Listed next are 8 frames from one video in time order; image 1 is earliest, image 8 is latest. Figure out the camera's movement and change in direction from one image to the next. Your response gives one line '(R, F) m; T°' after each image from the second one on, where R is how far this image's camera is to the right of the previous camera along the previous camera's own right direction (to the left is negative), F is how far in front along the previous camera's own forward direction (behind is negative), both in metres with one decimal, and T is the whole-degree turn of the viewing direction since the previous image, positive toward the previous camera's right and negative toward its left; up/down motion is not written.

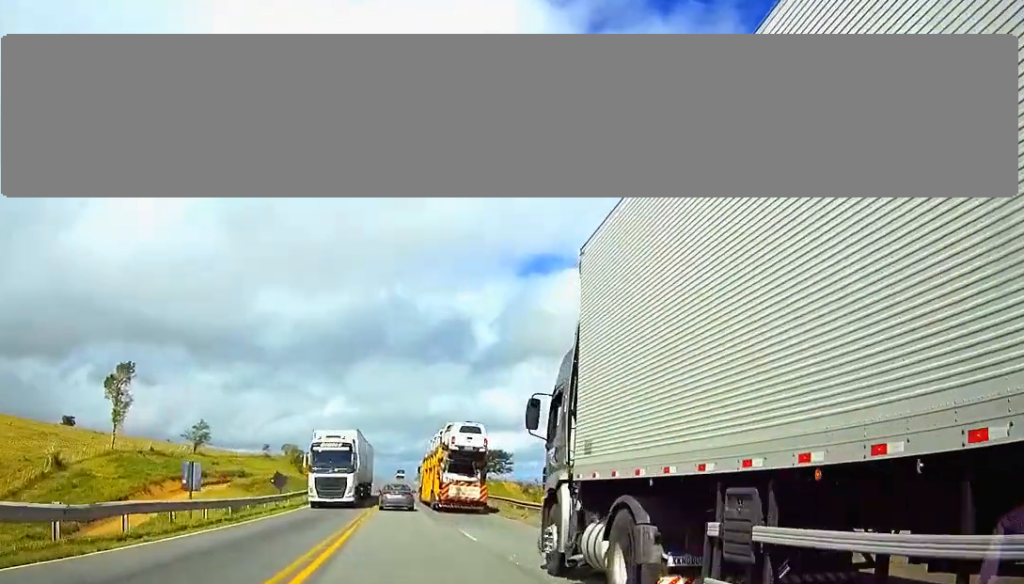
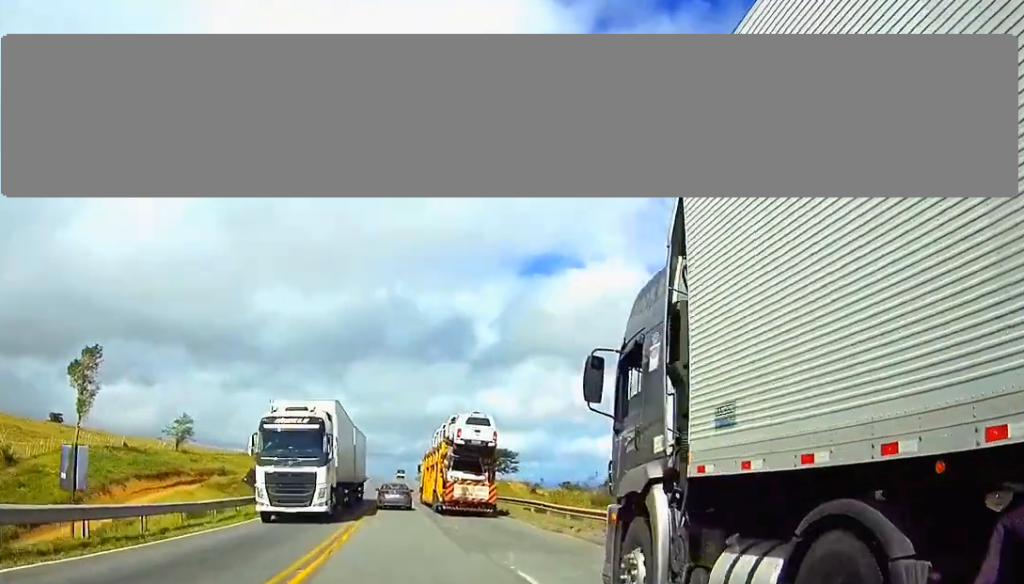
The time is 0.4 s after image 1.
(0.0, +10.5) m; 0°
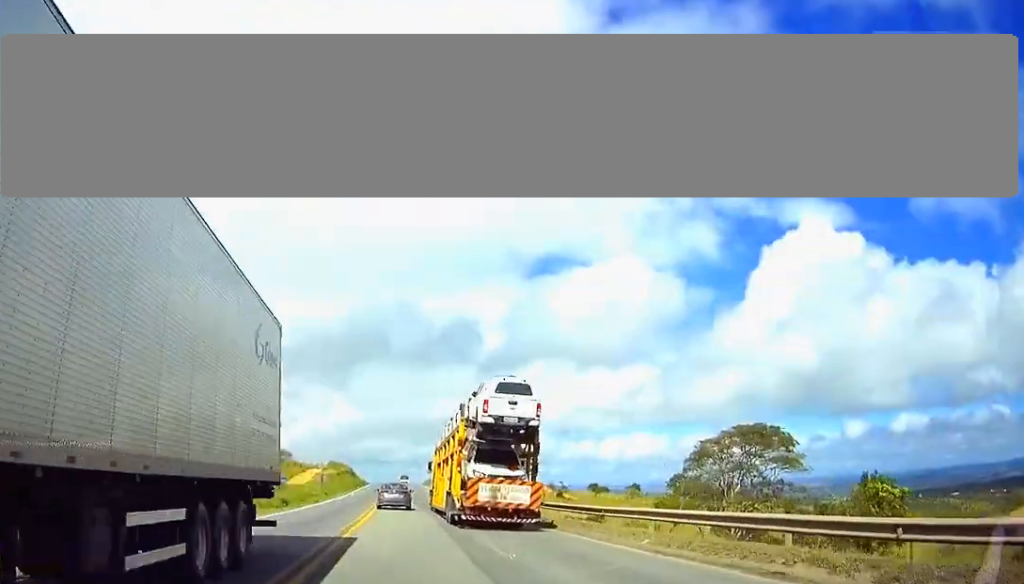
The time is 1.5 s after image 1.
(0.0, +27.0) m; 0°
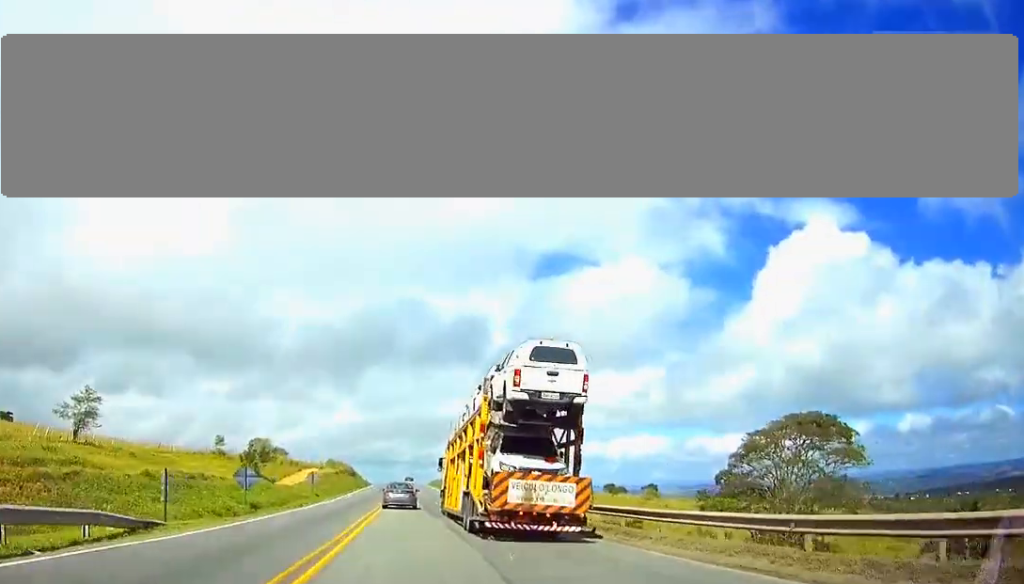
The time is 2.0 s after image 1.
(0.0, +12.5) m; 0°
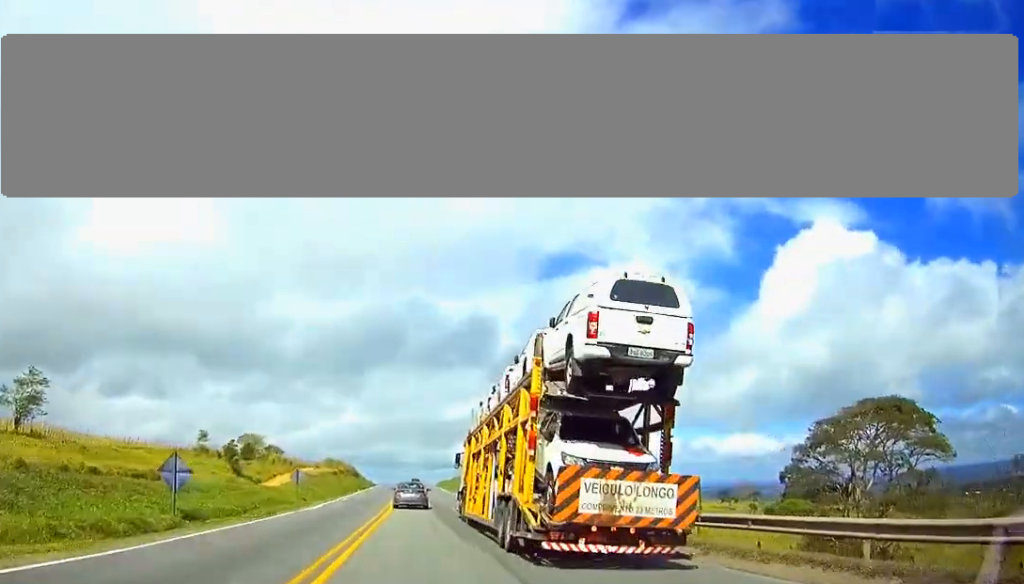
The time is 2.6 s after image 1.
(-0.1, +13.7) m; 0°
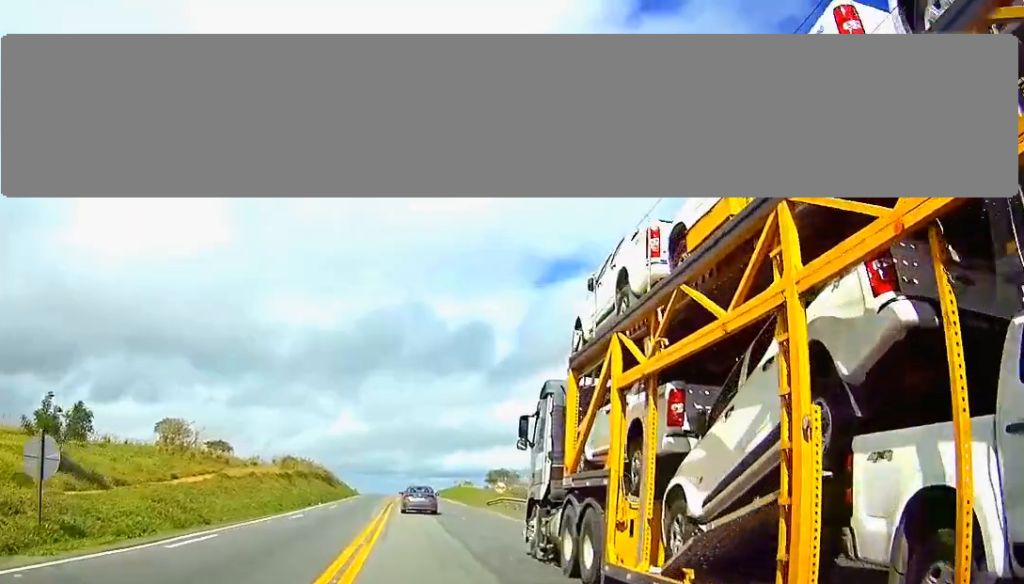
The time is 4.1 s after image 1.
(-0.1, +39.4) m; 0°
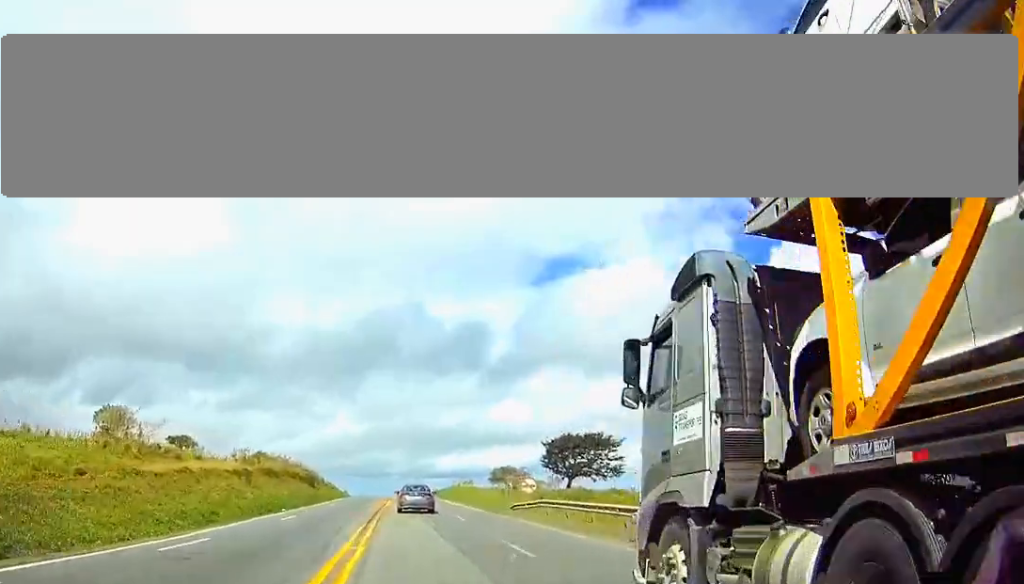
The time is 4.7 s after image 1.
(0.0, +16.3) m; 0°
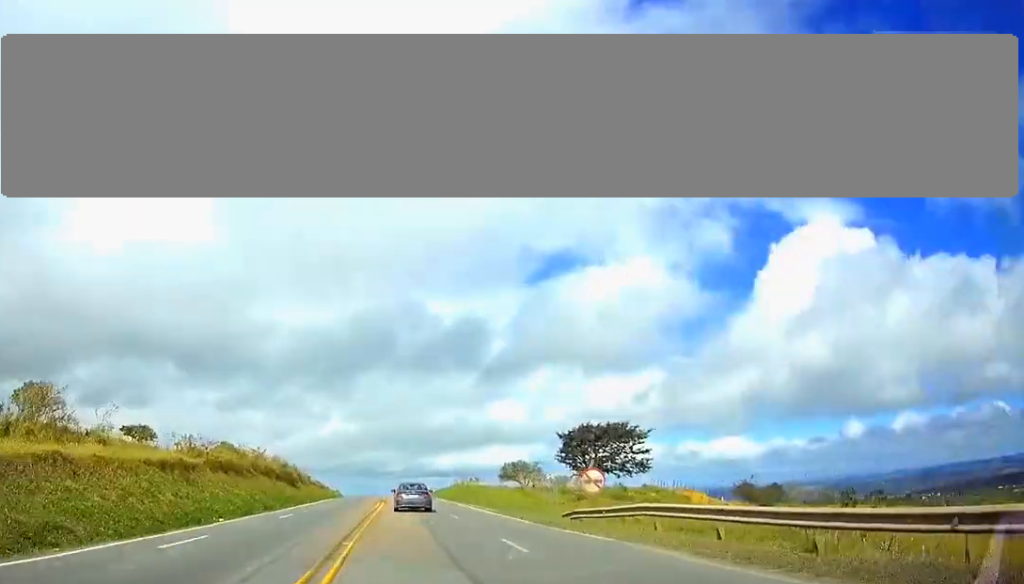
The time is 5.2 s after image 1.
(0.0, +15.5) m; 0°
